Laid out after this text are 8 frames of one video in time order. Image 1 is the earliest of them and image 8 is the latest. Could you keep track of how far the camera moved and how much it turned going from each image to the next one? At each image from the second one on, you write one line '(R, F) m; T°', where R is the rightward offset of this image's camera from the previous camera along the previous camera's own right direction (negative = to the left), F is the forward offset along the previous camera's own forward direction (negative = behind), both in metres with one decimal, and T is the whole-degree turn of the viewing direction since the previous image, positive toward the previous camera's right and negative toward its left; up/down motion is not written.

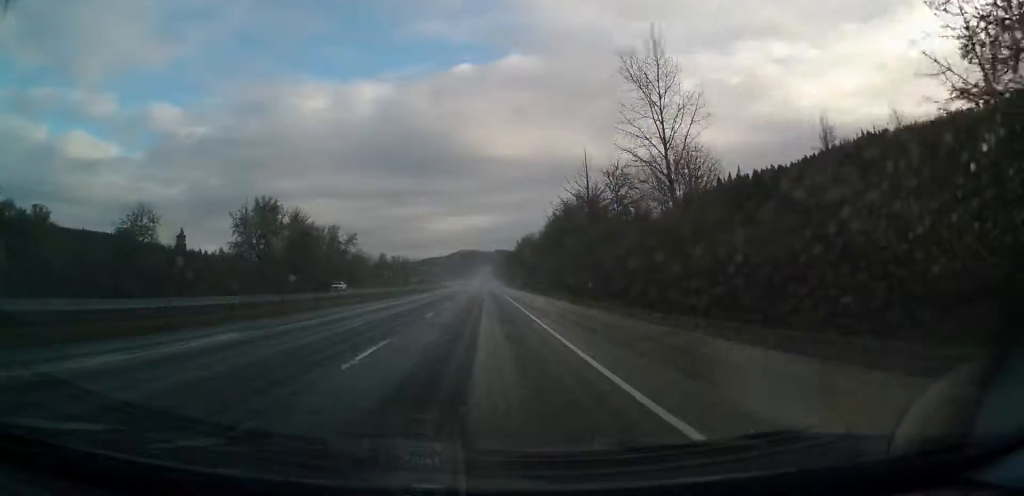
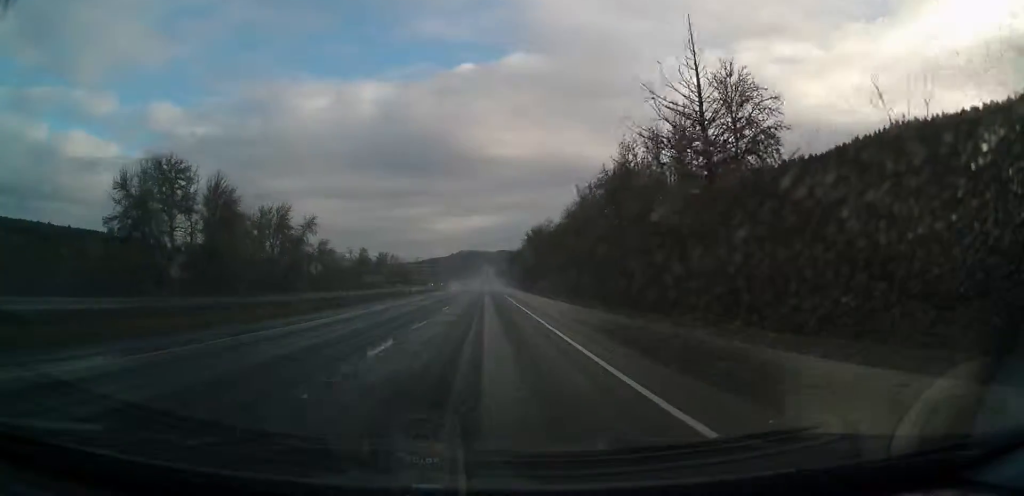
(-0.8, +46.8) m; -1°
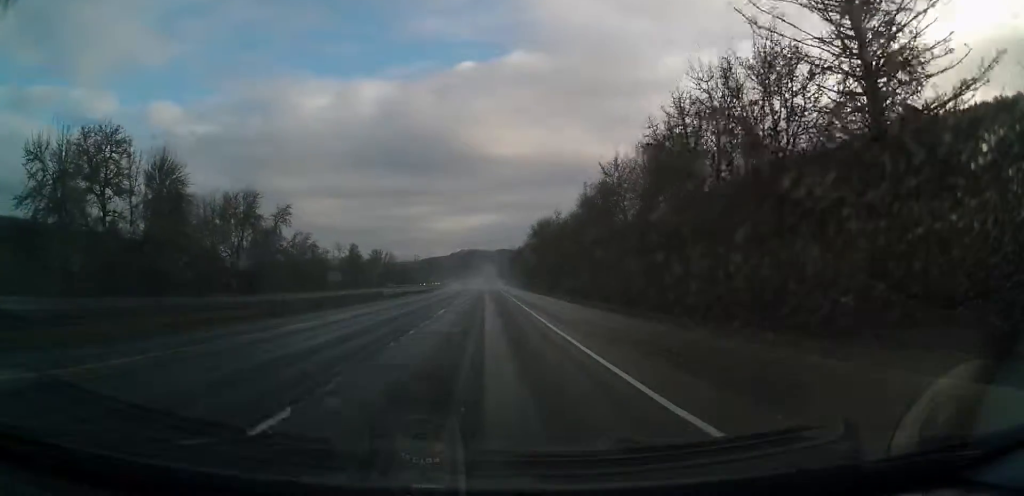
(0.0, +19.6) m; 0°
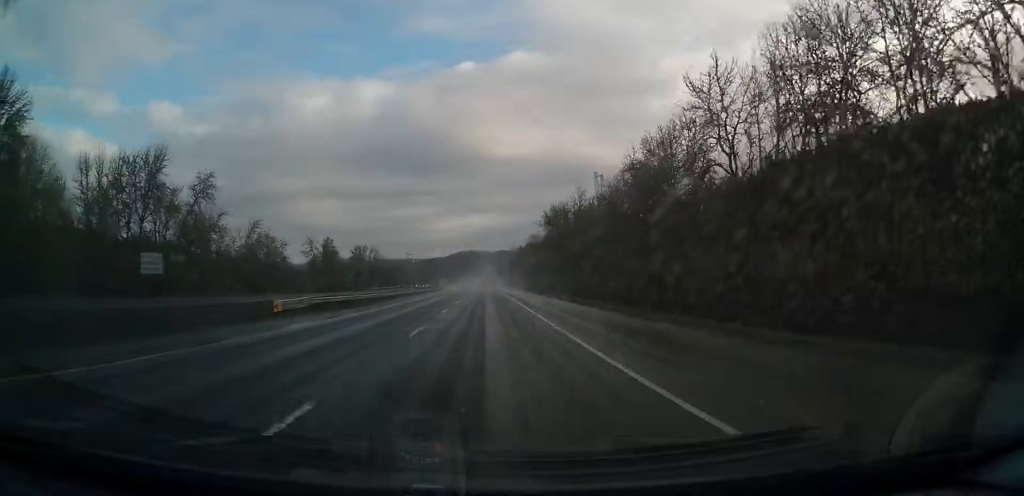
(0.0, +36.0) m; 0°
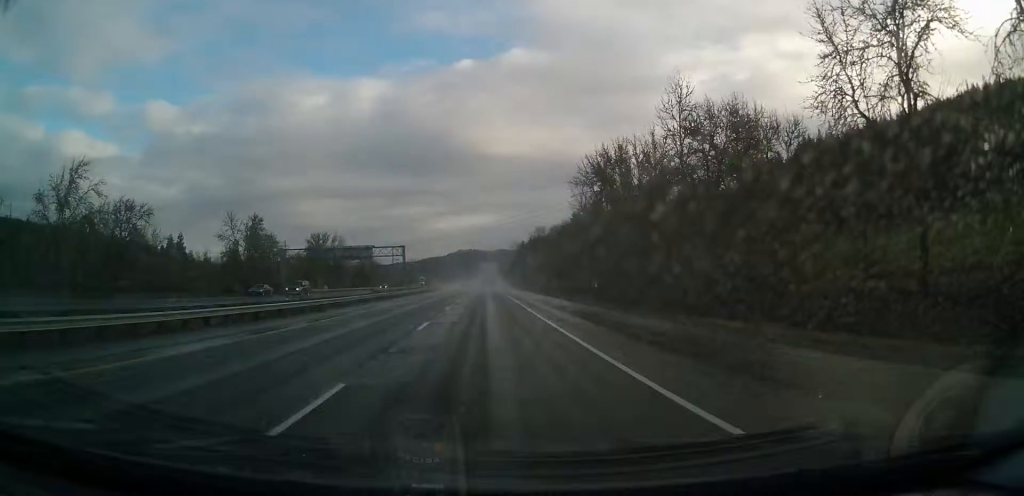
(+0.2, +59.0) m; 0°
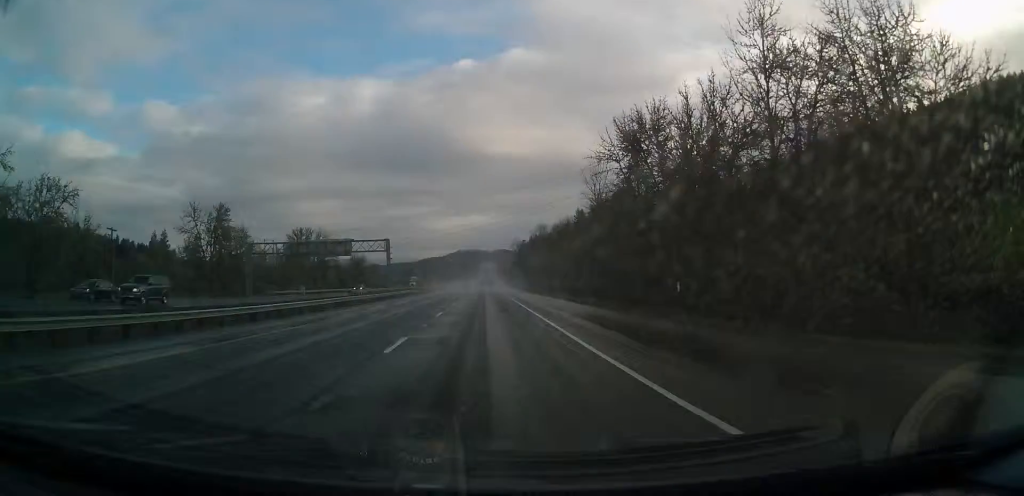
(-0.1, +17.5) m; 0°
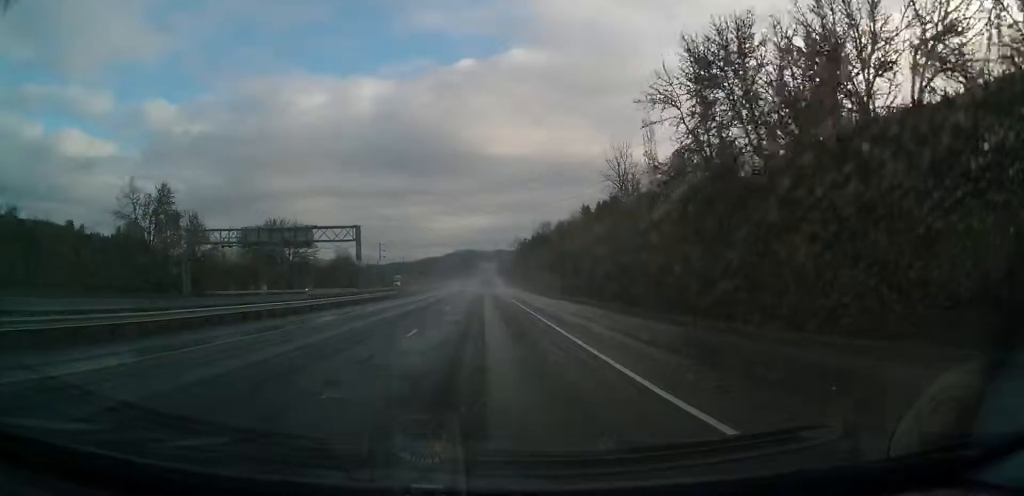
(-0.1, +21.9) m; 0°
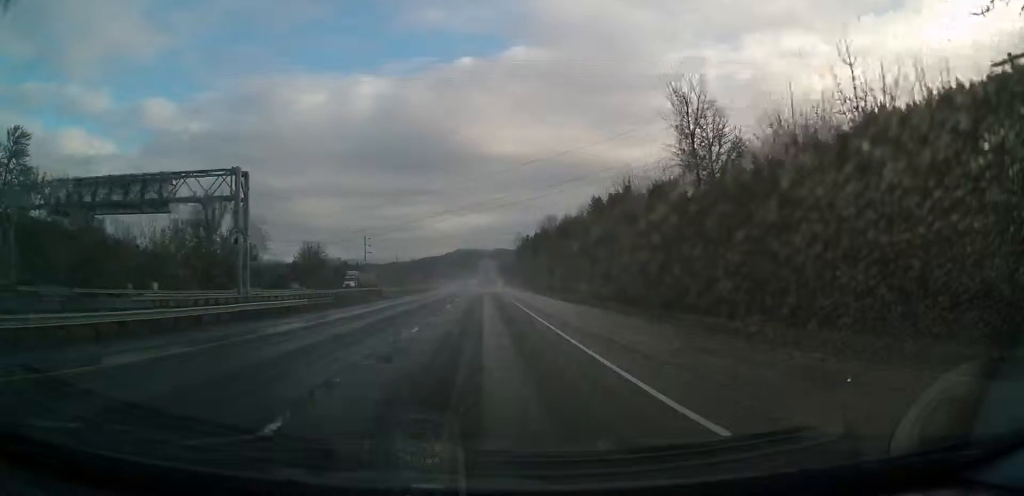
(+0.1, +35.2) m; 0°
